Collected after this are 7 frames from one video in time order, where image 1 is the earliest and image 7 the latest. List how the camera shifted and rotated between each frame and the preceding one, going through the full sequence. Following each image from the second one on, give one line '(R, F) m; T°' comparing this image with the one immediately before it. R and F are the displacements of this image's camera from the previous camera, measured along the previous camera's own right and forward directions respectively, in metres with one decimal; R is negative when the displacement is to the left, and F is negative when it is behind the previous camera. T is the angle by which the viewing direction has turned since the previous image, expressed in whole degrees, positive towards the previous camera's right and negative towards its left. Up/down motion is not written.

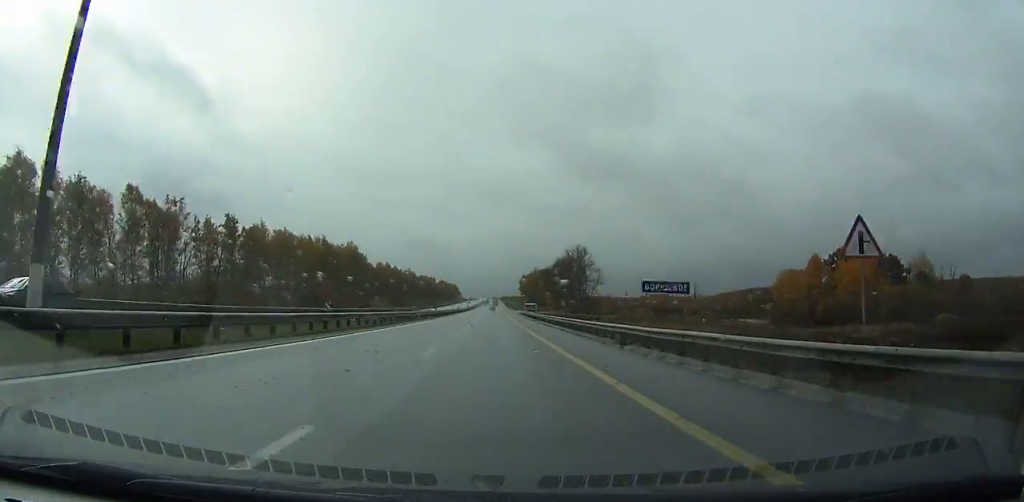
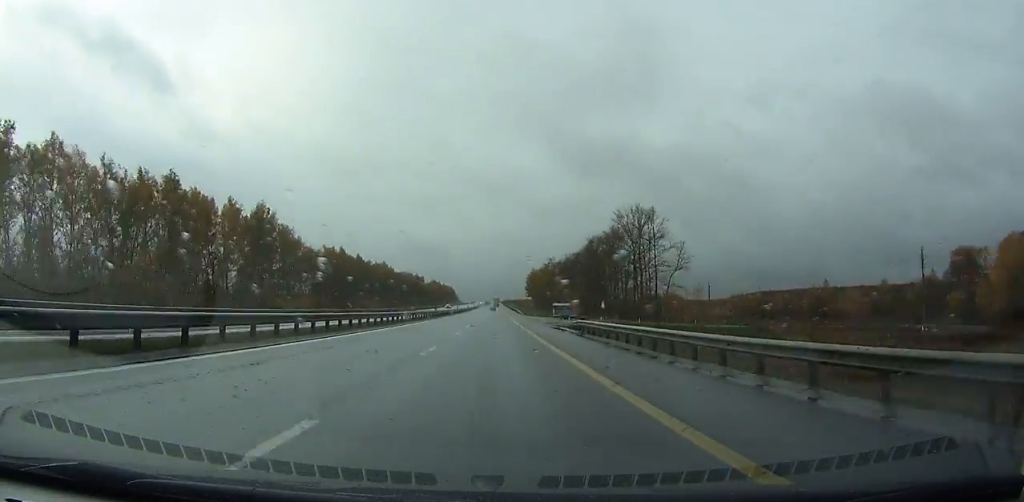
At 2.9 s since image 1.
(+0.2, +81.5) m; 0°
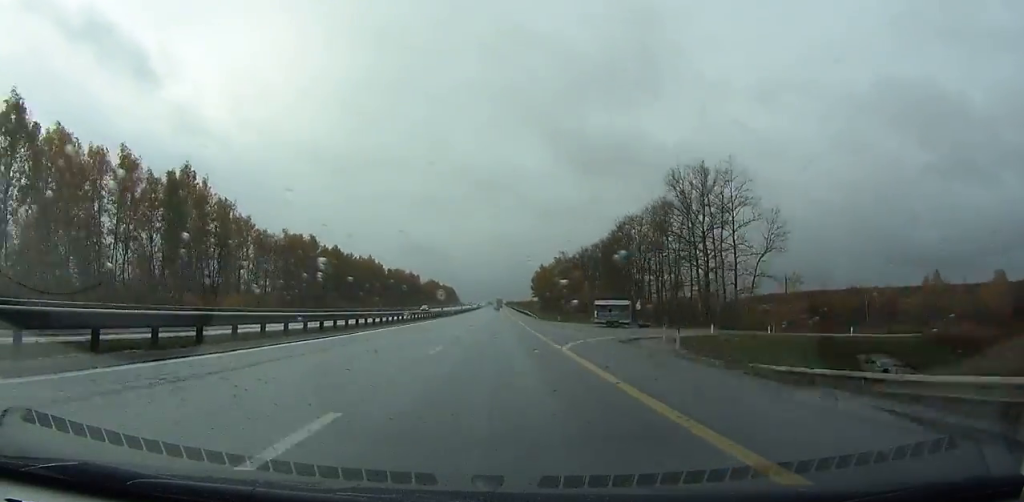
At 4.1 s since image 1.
(0.0, +33.8) m; 0°
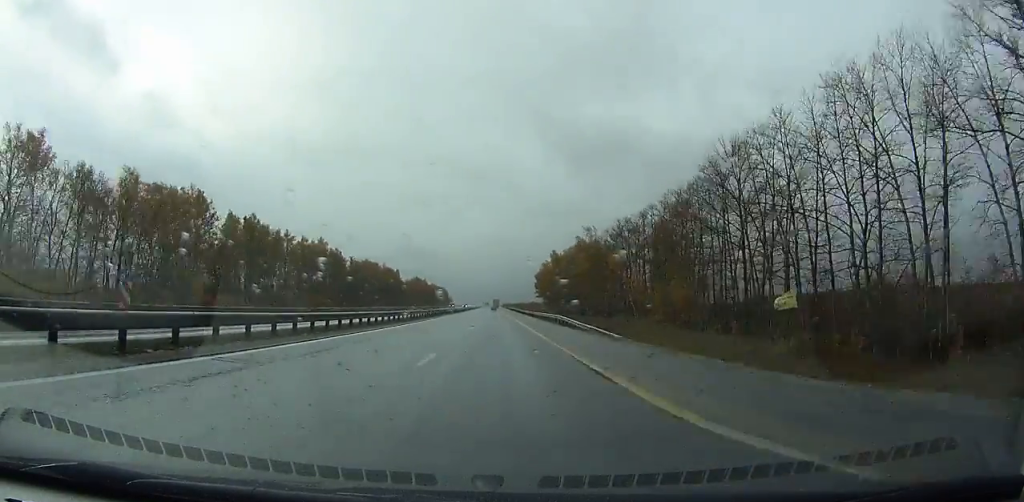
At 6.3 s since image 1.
(-0.1, +62.3) m; 0°
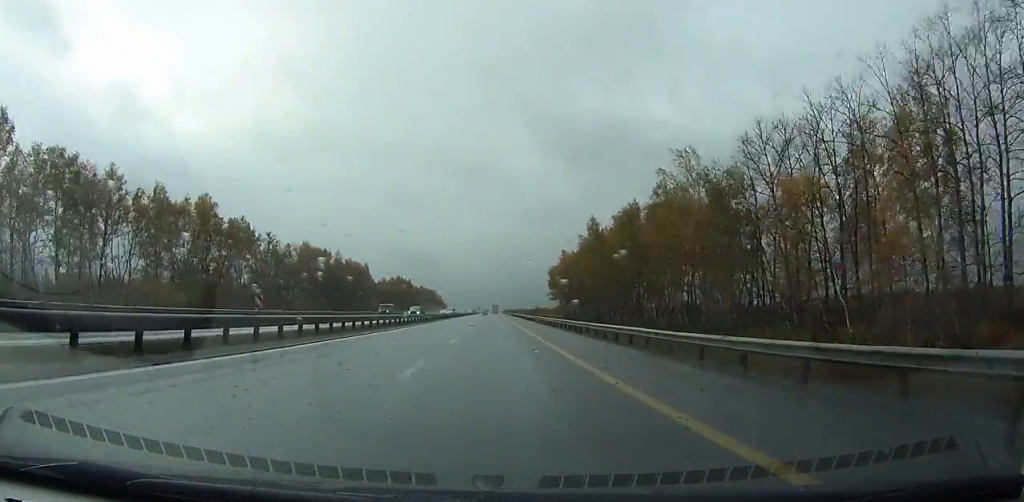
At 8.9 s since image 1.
(+0.3, +74.1) m; 0°
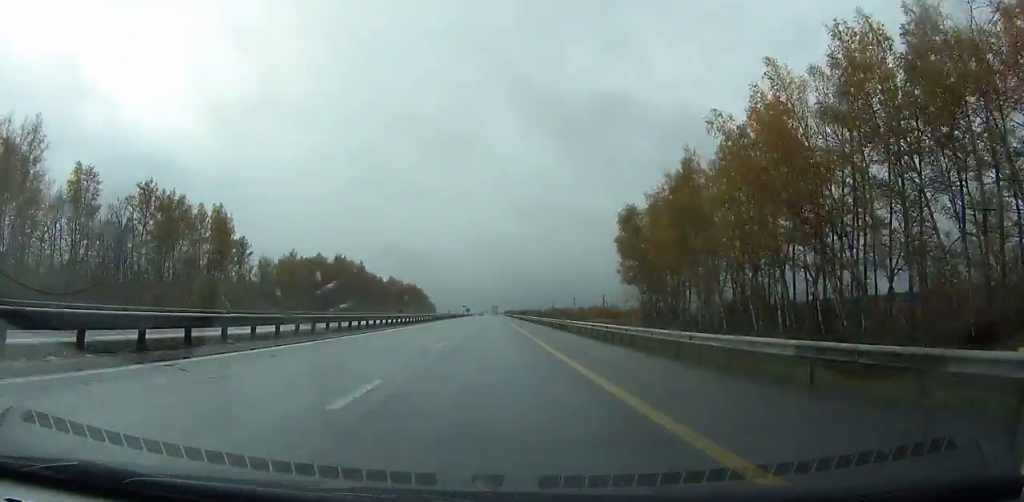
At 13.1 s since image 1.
(-0.1, +120.9) m; 0°
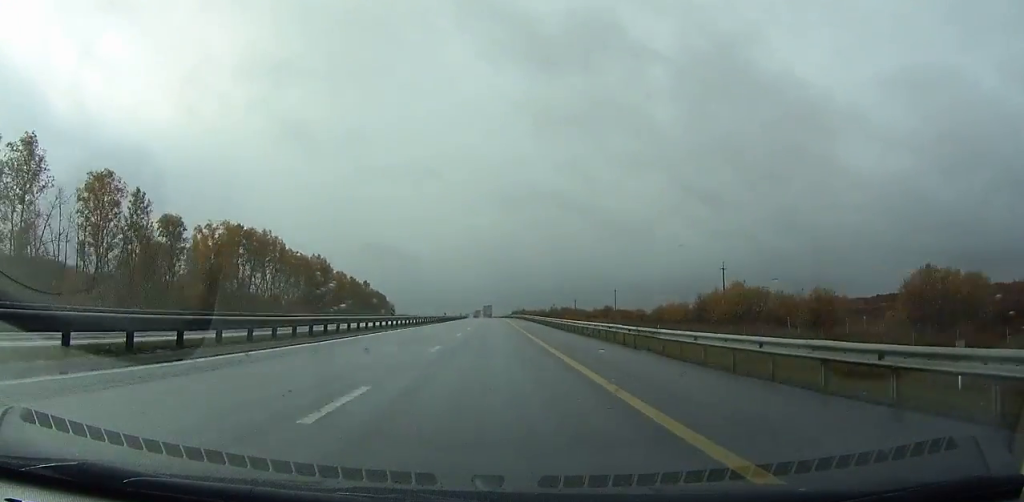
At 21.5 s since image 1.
(-0.9, +249.0) m; 0°
